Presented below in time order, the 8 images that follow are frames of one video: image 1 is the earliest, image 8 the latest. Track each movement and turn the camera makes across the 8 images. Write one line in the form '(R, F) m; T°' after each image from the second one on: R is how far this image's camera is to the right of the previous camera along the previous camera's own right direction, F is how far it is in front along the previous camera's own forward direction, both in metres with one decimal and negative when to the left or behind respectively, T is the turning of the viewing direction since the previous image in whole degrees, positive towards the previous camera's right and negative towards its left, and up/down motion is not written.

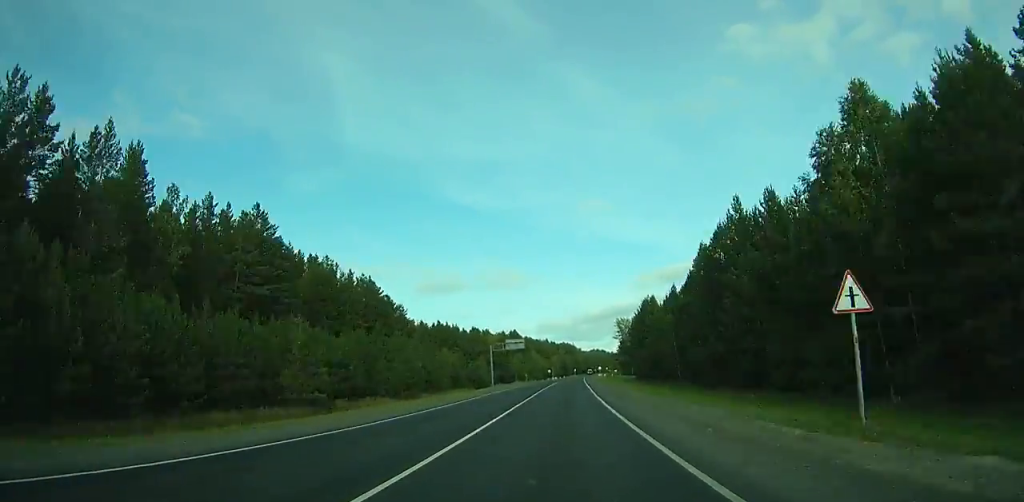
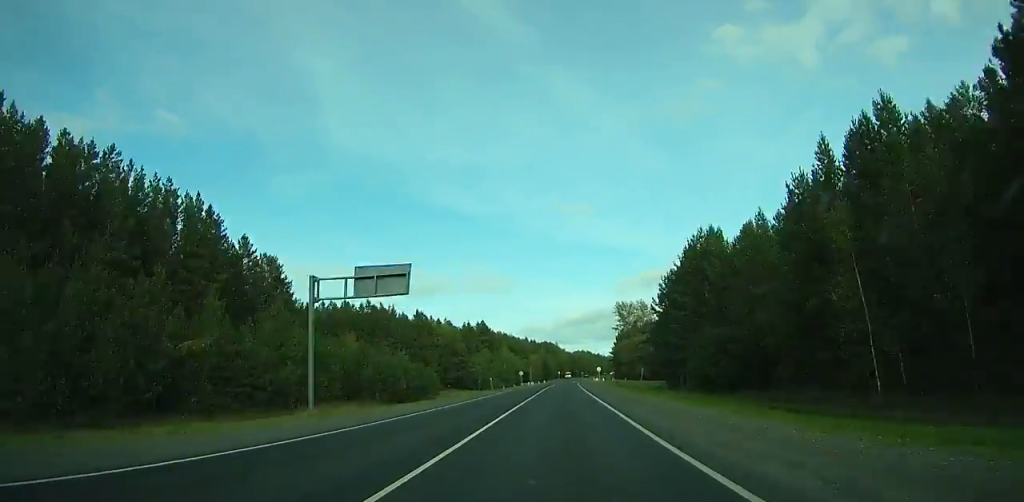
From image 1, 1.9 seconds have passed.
(+1.7, +56.5) m; +2°
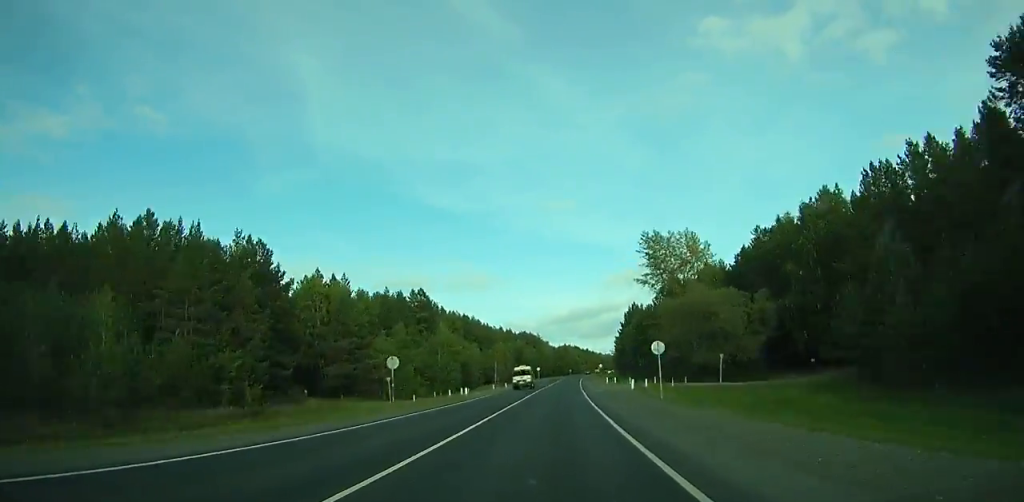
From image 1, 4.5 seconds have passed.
(+1.4, +77.1) m; +2°
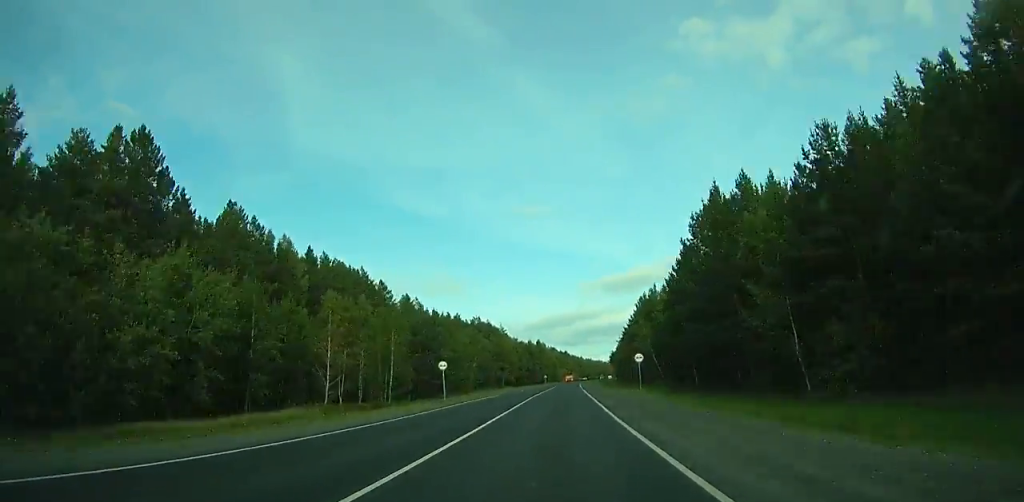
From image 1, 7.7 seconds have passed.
(+1.7, +94.4) m; +2°
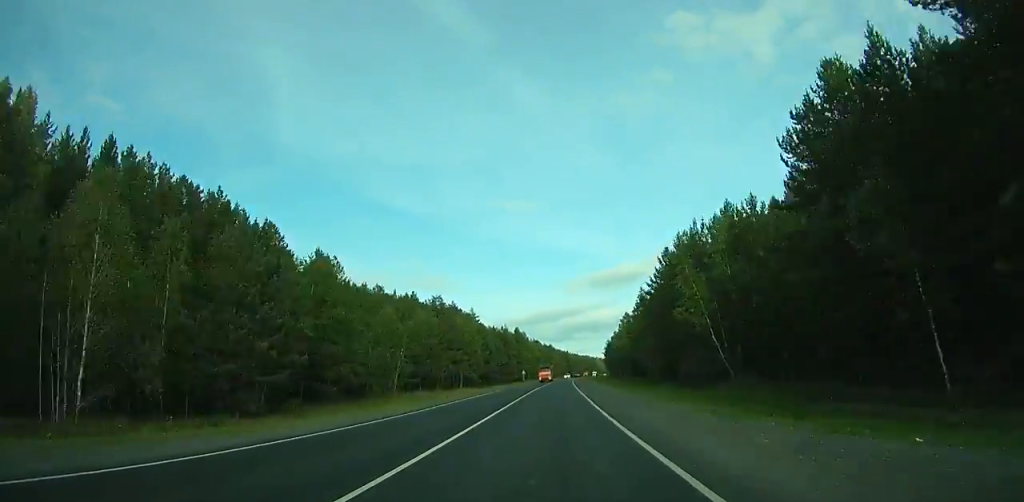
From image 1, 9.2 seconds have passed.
(-0.2, +44.1) m; +1°
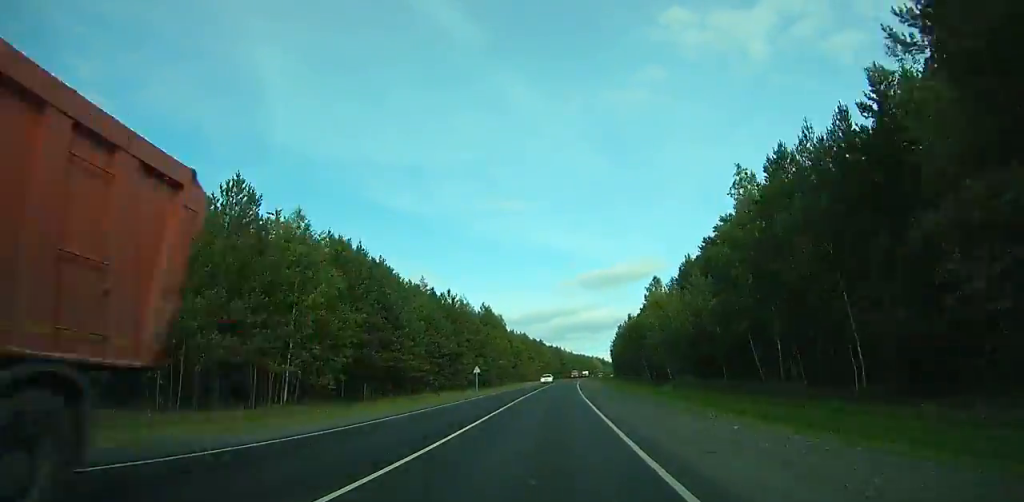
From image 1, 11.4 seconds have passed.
(+1.4, +64.8) m; +1°
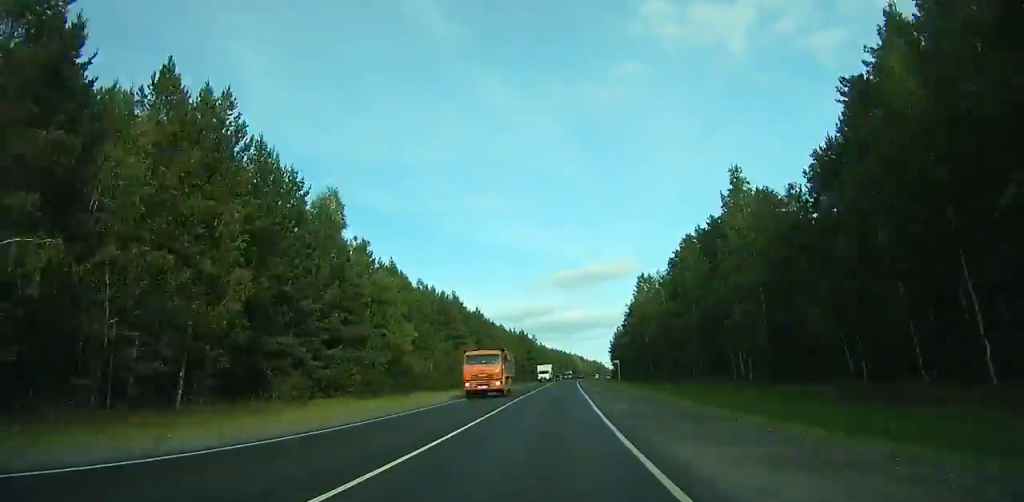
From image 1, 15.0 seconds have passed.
(+1.8, +106.5) m; +2°
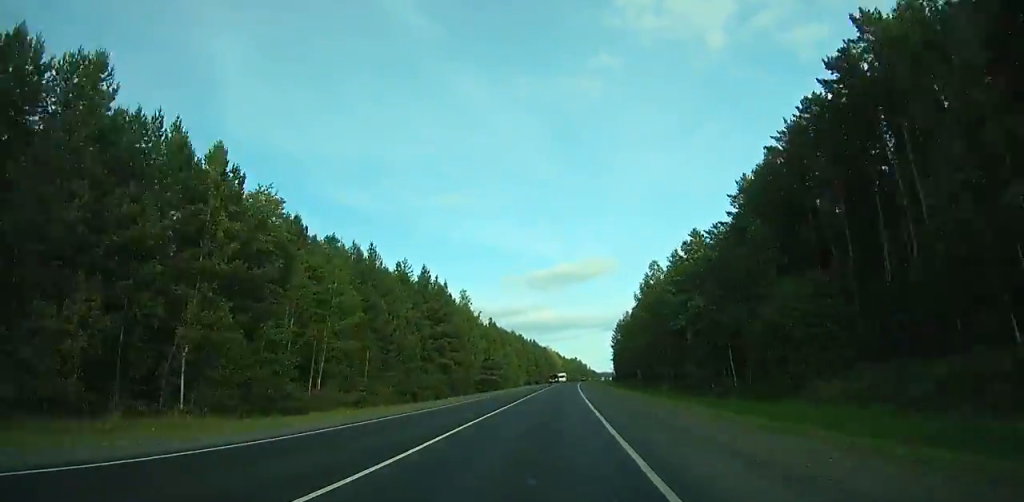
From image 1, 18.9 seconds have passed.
(+3.2, +116.2) m; +3°
